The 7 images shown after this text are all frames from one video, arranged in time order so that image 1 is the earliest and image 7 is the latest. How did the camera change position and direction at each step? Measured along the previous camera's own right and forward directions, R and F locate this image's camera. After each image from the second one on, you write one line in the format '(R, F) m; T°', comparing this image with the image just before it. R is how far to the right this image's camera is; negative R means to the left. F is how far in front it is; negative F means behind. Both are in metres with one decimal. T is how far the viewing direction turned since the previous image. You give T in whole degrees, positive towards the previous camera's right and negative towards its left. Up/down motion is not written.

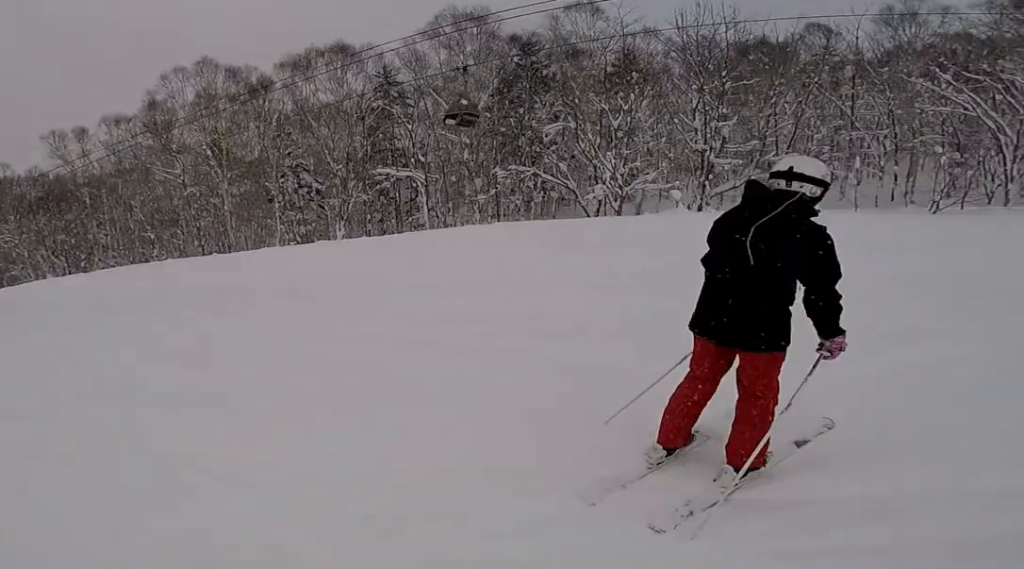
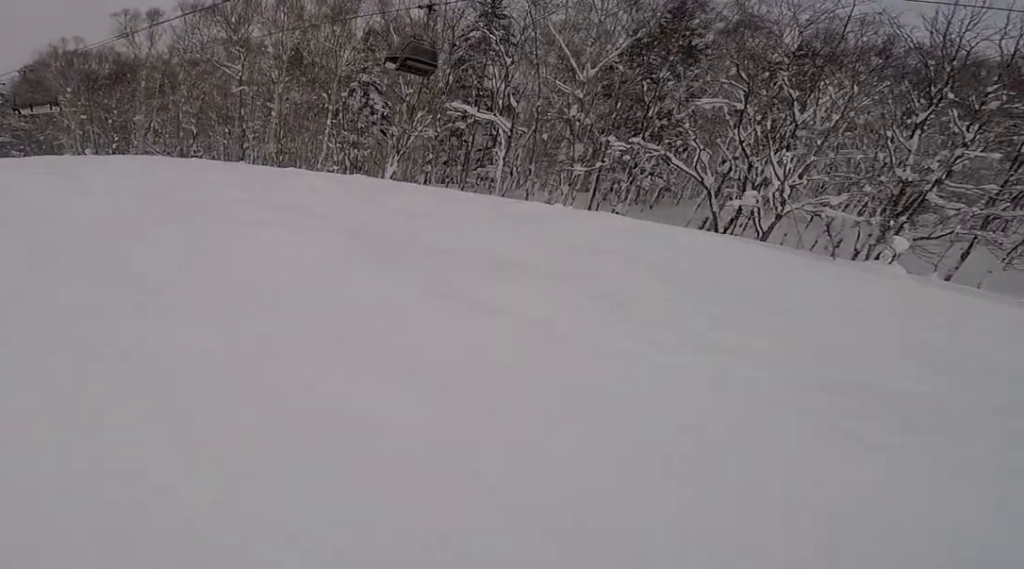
(-1.1, +5.7) m; -16°
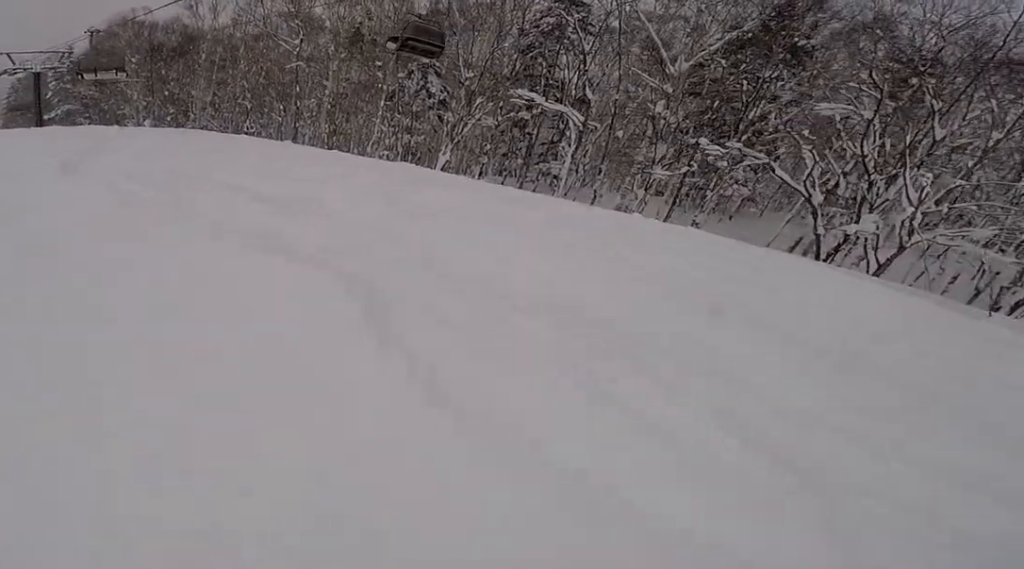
(0.0, +2.0) m; -1°
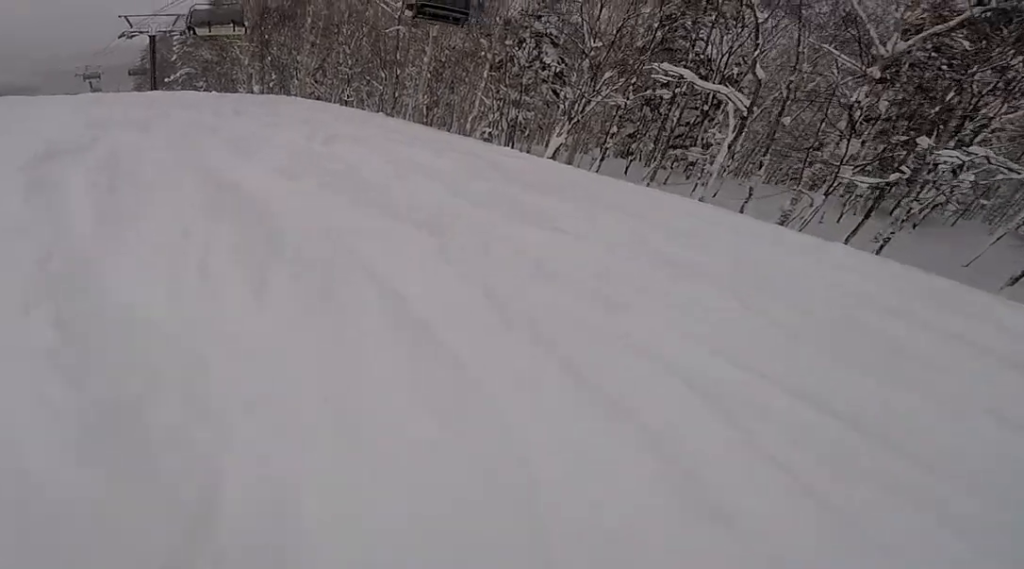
(0.0, +3.2) m; -17°
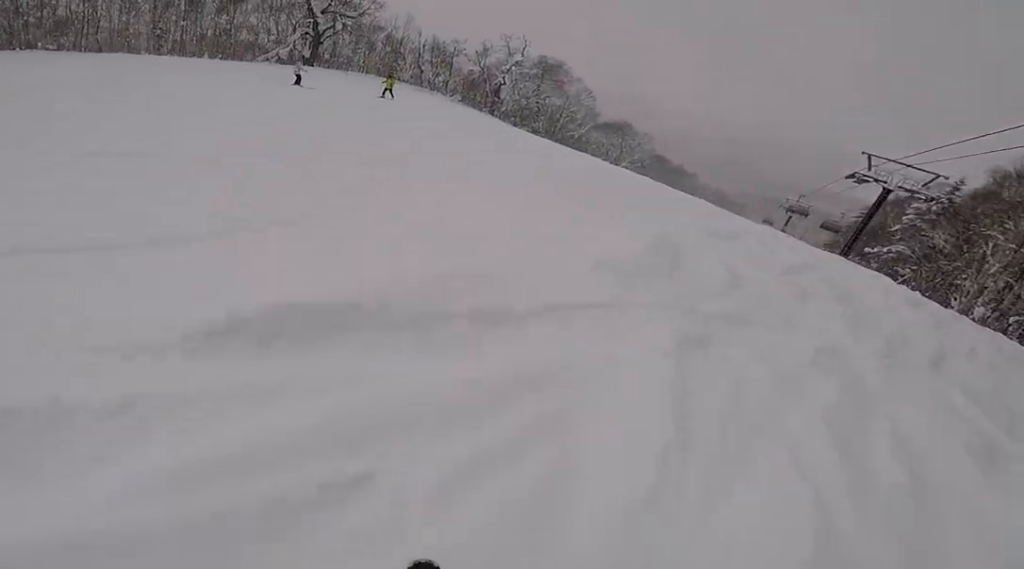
(-2.9, +4.6) m; -53°
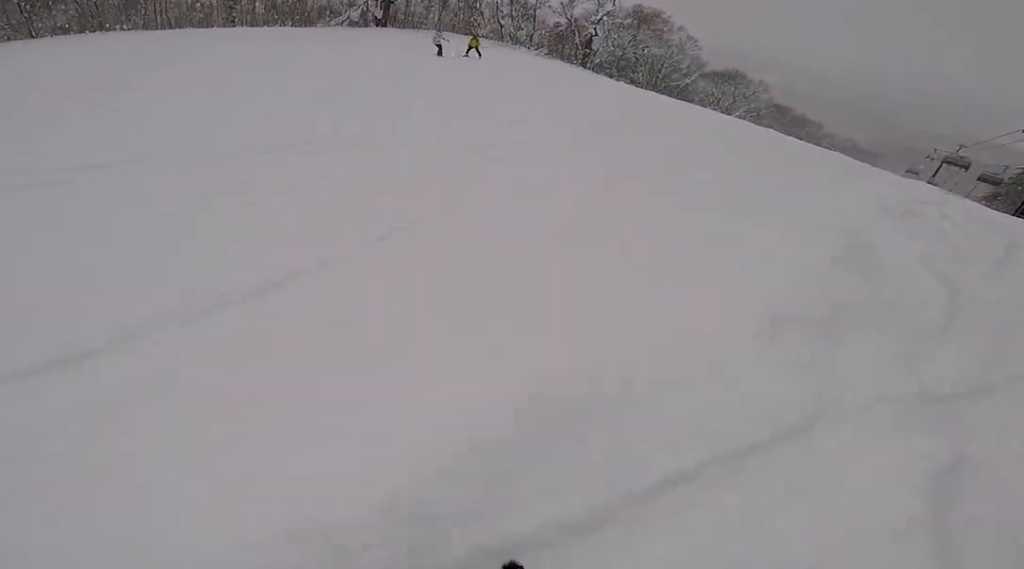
(-0.5, +1.7) m; 0°
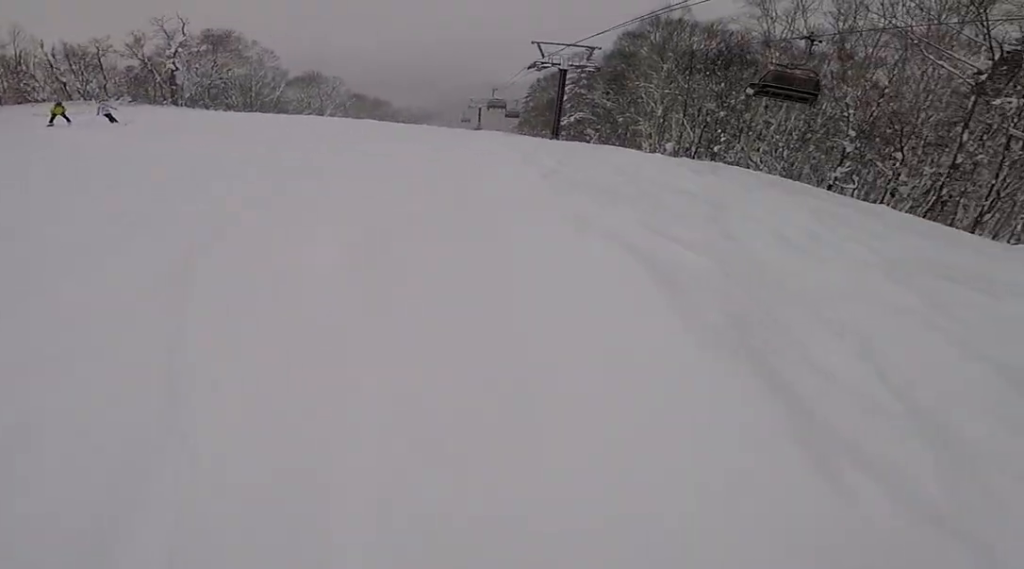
(+0.6, +2.5) m; +28°
